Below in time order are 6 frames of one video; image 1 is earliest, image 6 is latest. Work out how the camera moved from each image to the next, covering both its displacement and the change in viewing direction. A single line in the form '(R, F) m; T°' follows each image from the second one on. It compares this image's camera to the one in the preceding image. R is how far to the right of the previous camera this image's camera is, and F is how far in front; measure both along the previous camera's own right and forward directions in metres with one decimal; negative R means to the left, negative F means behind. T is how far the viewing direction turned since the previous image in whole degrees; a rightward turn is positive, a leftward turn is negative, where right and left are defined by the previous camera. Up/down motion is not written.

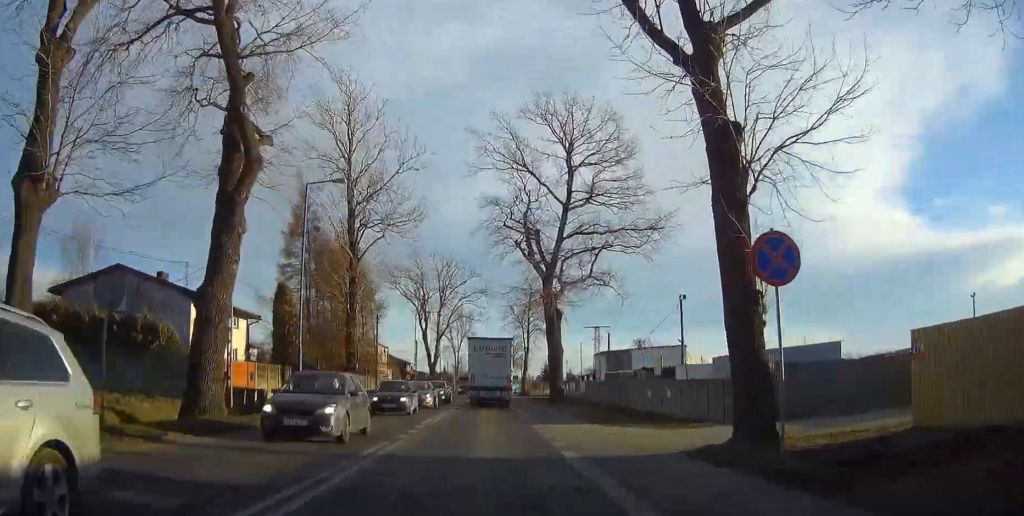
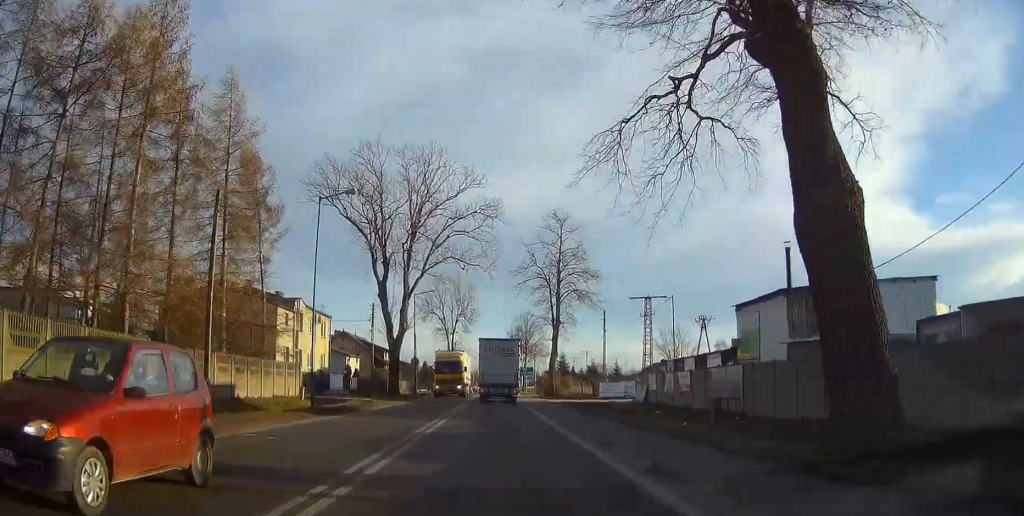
(-0.3, +41.1) m; -1°
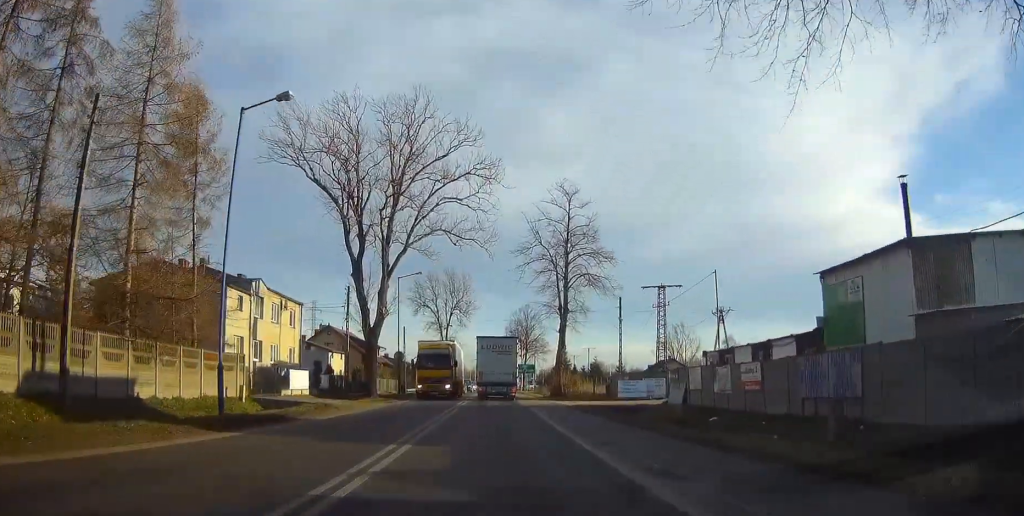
(0.0, +9.3) m; 0°
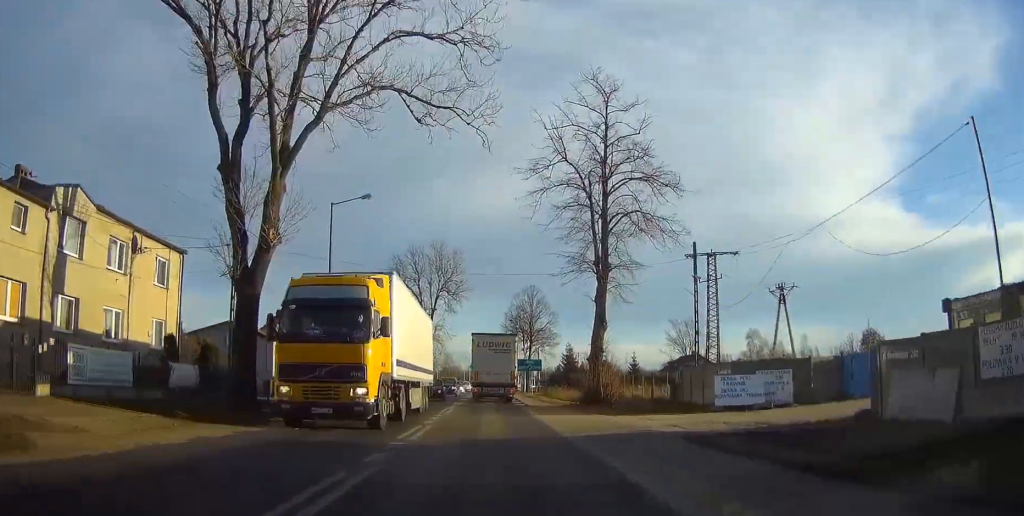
(0.0, +21.9) m; 0°
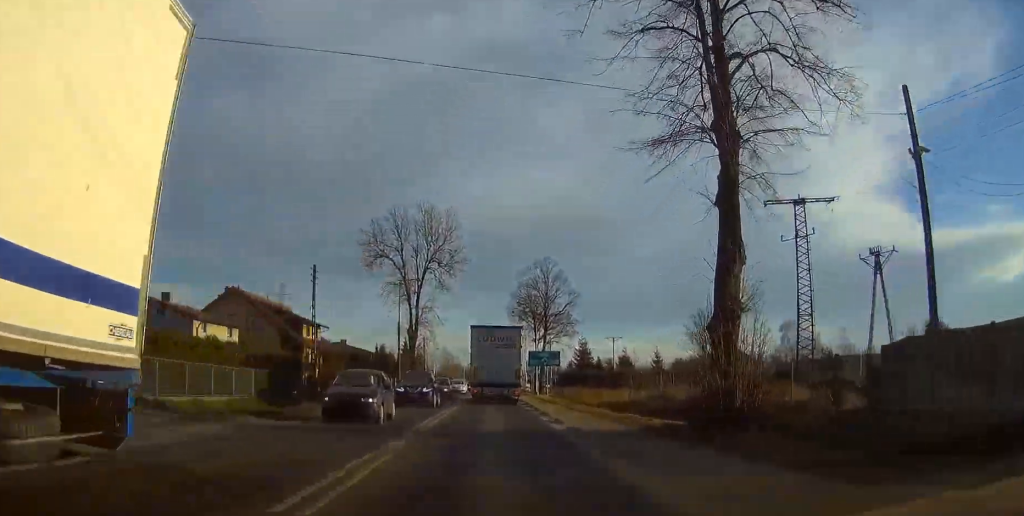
(+0.2, +19.5) m; +1°
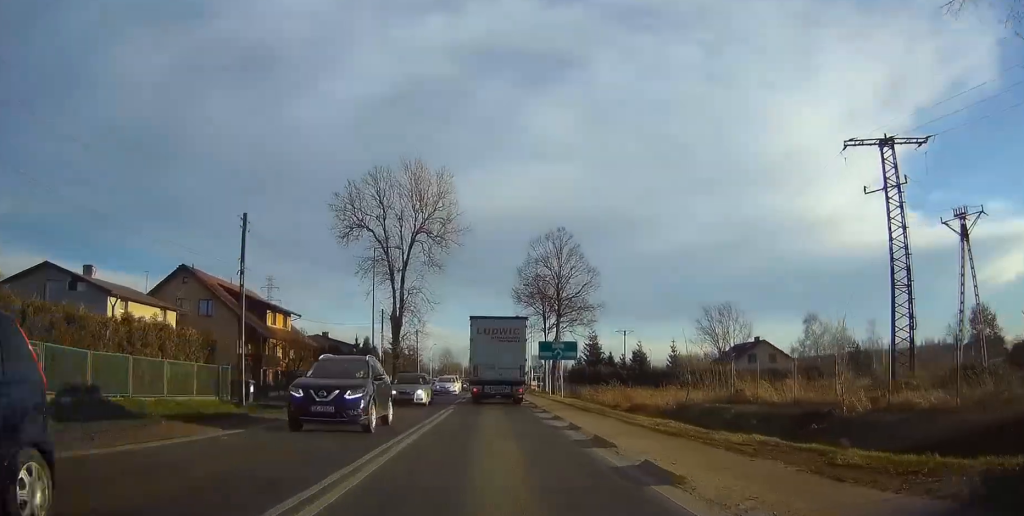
(+0.1, +12.4) m; 0°
